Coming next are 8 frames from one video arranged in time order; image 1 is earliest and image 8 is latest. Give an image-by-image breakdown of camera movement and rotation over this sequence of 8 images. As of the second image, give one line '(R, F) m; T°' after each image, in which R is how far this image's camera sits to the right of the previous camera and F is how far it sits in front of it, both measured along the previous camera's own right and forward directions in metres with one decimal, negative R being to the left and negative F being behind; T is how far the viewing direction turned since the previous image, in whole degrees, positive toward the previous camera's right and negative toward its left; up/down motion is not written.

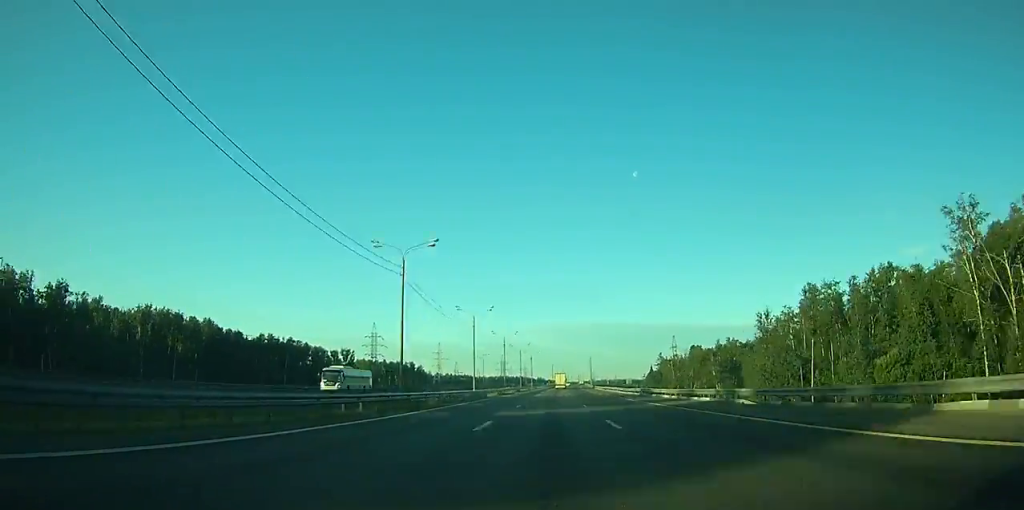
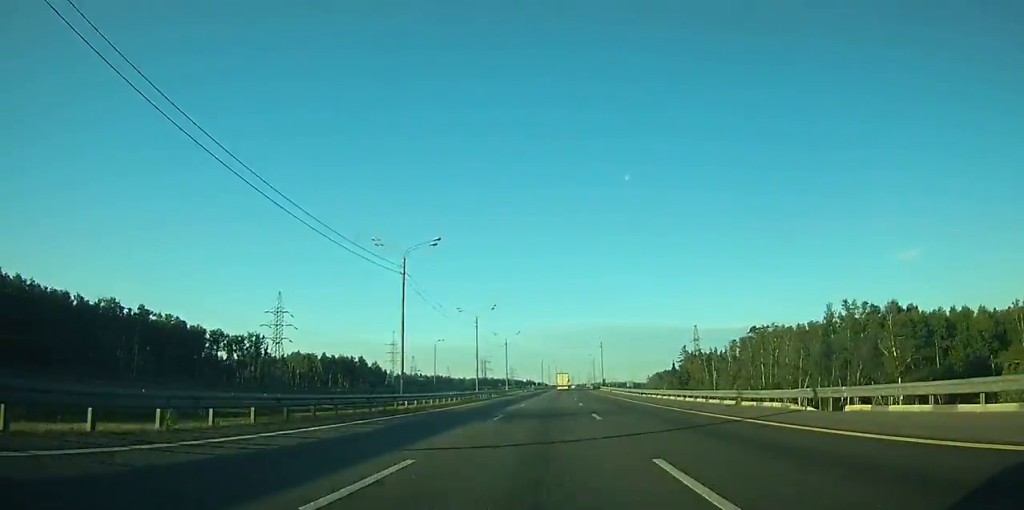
(+0.4, +96.9) m; +1°
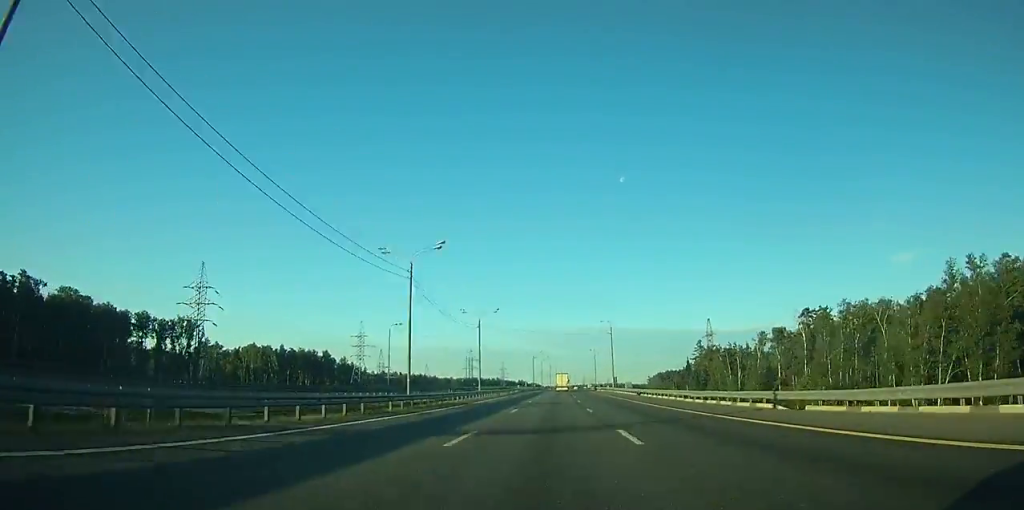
(+0.4, +42.4) m; +1°
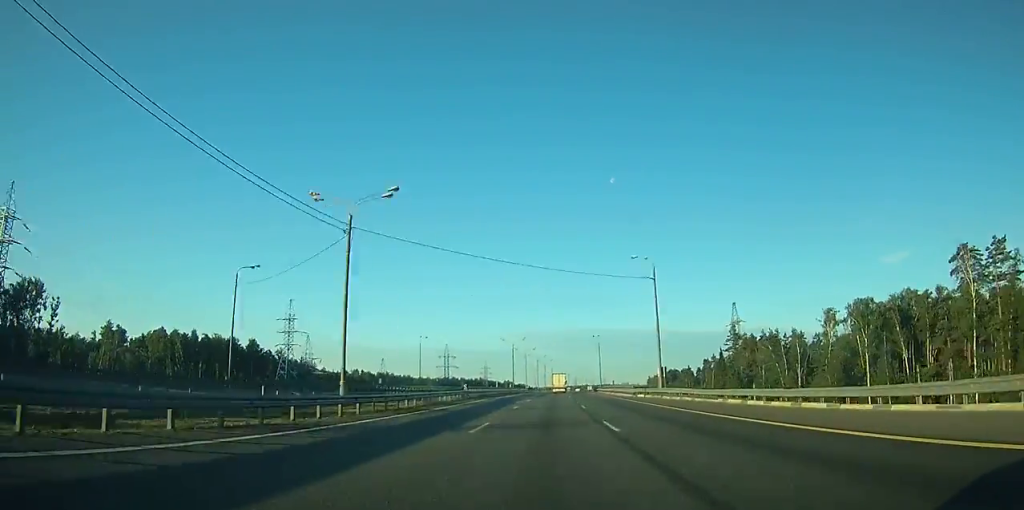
(+0.3, +62.8) m; +1°
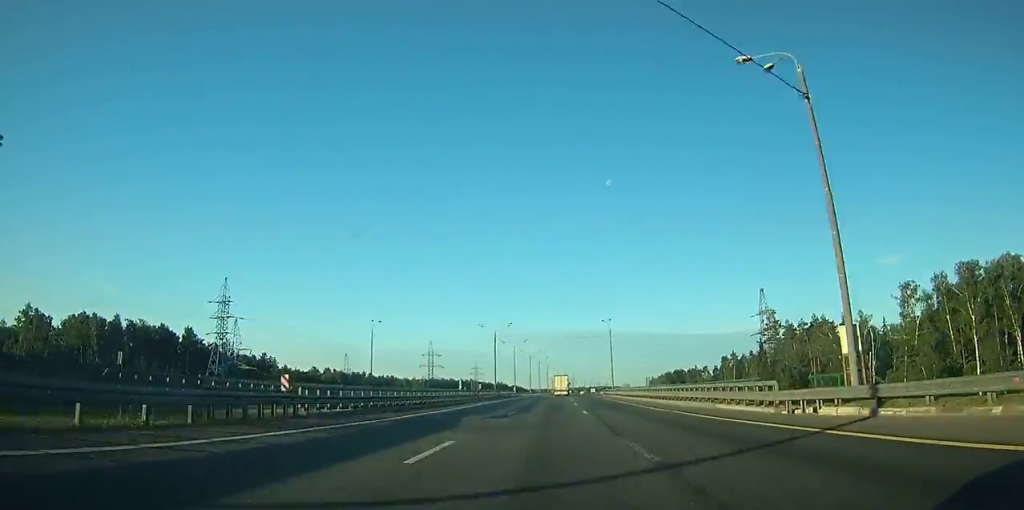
(+0.3, +37.6) m; +1°
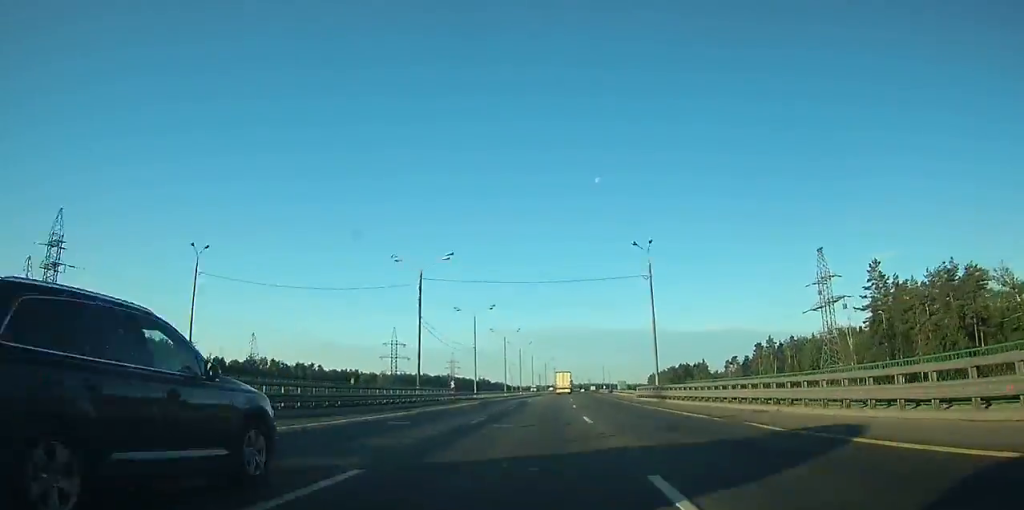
(+0.4, +57.1) m; +1°
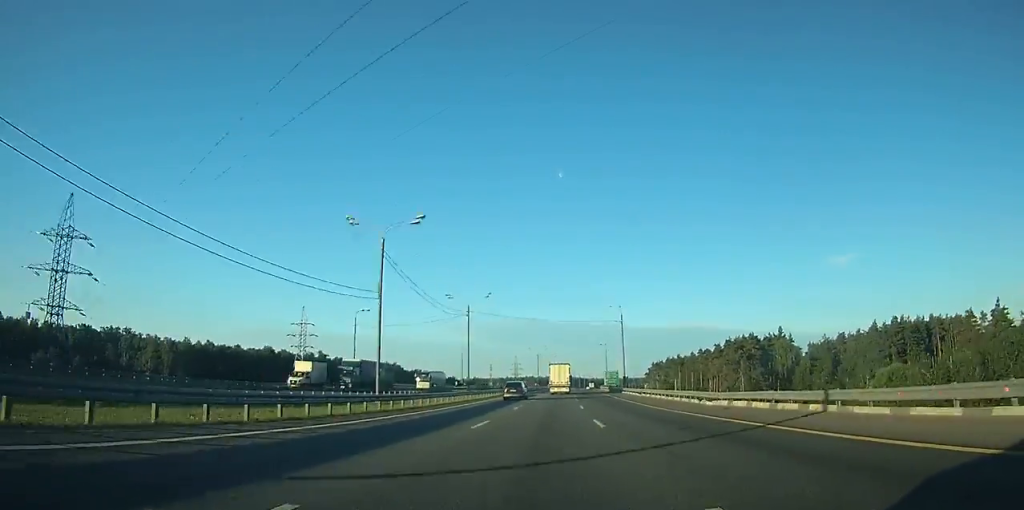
(+5.9, +186.9) m; +4°
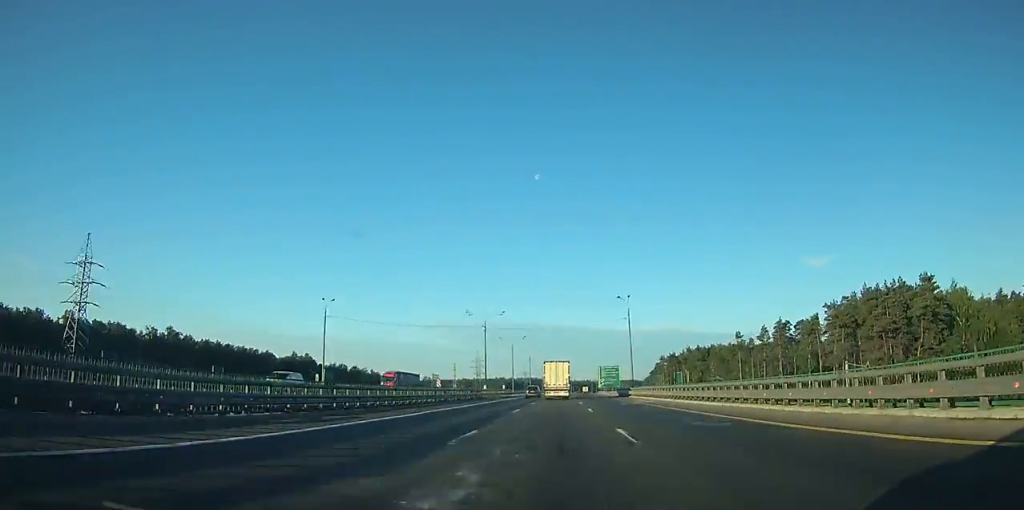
(+1.9, +97.4) m; +2°
